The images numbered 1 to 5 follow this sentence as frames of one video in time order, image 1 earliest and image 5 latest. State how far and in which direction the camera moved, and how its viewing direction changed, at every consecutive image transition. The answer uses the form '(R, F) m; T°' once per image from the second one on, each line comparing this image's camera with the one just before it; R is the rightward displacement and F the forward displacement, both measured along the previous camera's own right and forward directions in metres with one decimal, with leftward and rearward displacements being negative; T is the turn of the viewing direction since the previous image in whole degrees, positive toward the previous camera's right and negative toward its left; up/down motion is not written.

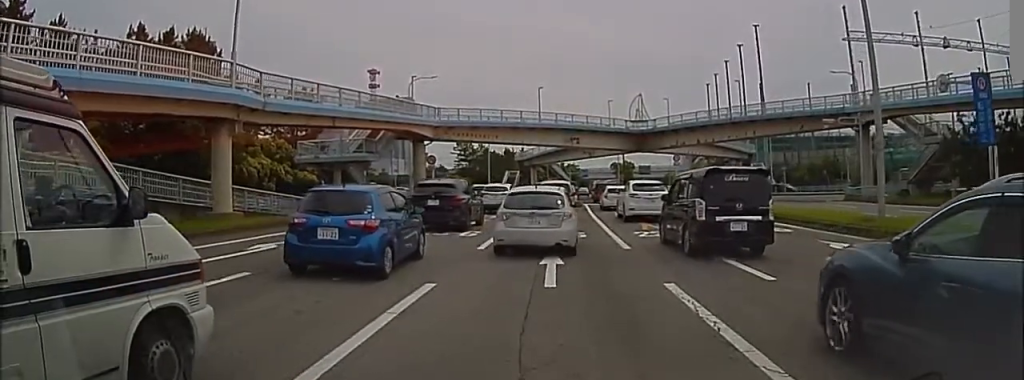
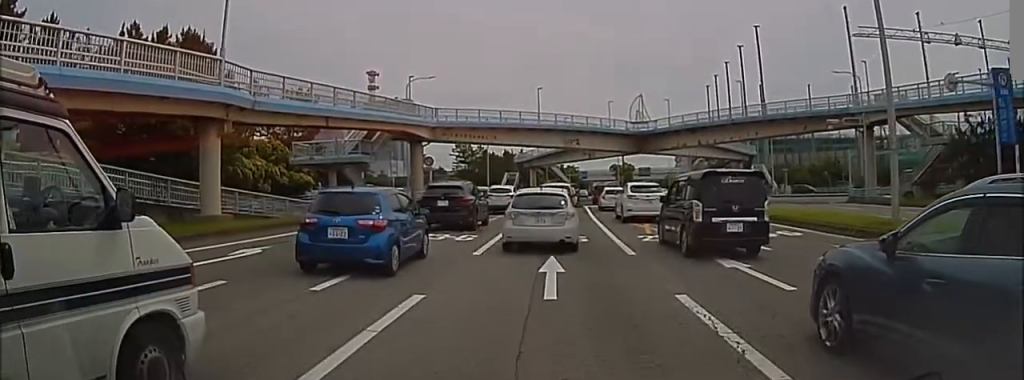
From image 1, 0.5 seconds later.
(-0.1, +0.2) m; 0°
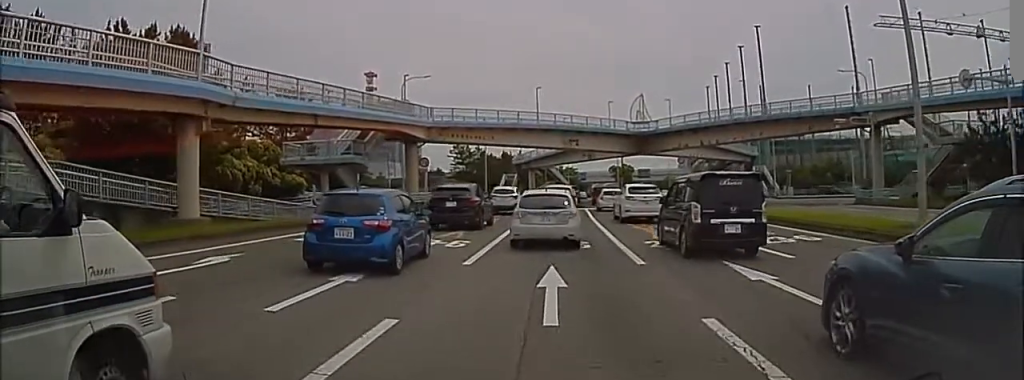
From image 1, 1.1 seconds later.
(0.0, +0.8) m; 0°
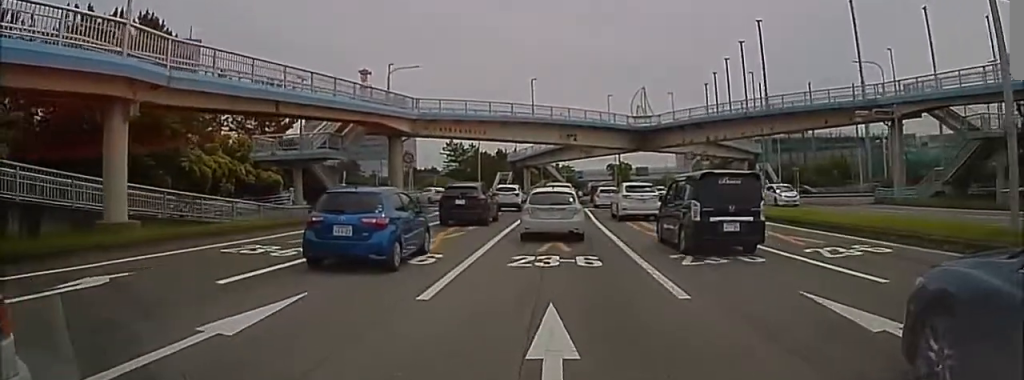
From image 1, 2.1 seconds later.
(0.0, +2.0) m; +1°
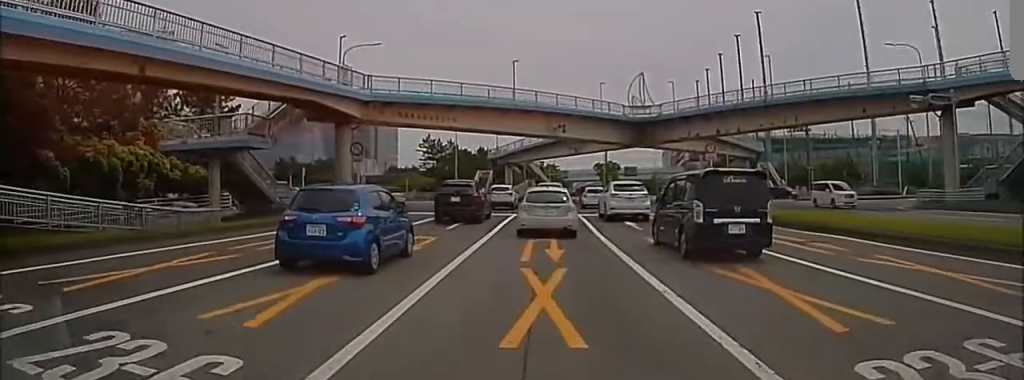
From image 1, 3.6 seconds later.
(+0.1, +4.9) m; +2°
